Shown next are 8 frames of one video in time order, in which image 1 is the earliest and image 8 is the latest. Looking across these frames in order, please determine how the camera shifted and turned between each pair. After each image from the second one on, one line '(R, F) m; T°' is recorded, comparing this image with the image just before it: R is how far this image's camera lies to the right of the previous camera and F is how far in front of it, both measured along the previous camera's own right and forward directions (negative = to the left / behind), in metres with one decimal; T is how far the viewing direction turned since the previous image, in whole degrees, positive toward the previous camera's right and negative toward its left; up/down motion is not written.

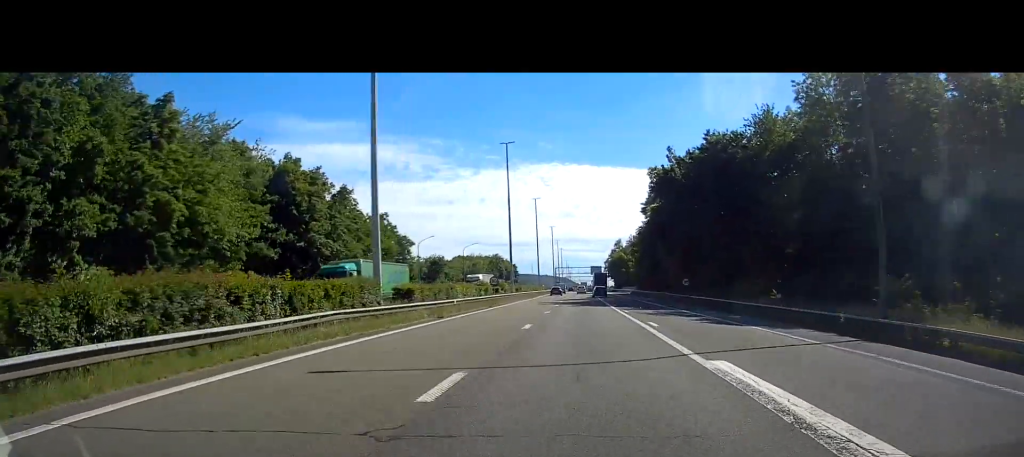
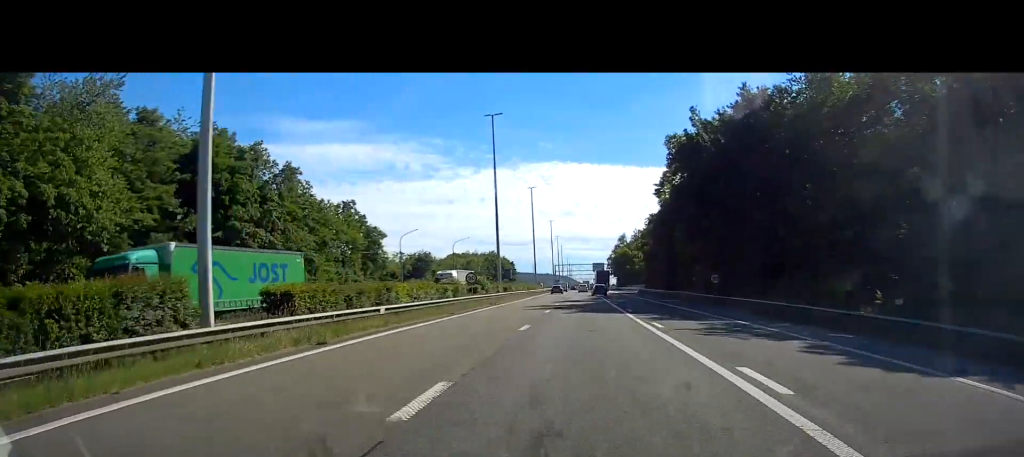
(-0.1, +14.1) m; 0°
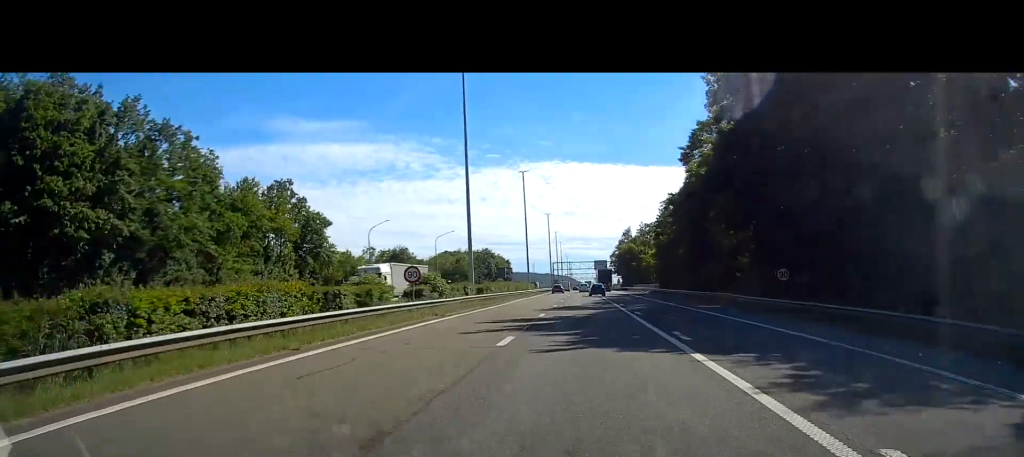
(-0.1, +18.0) m; 0°
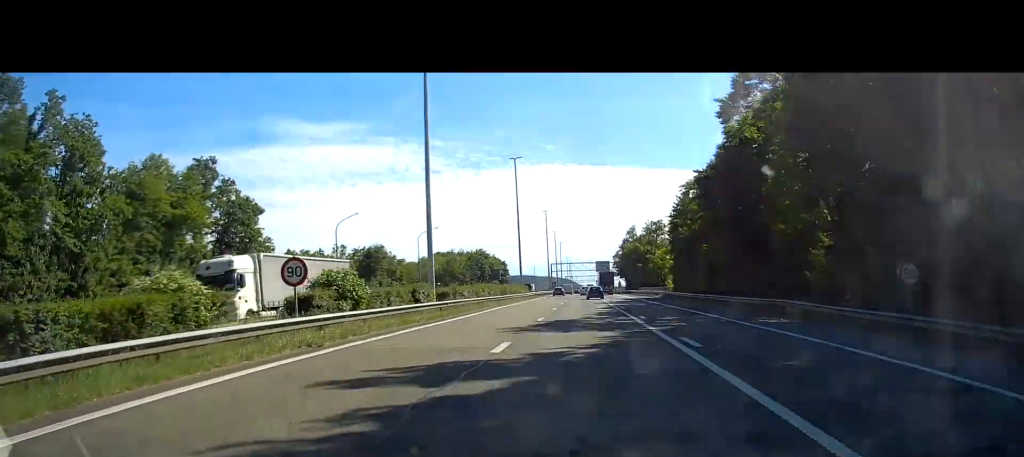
(+0.1, +14.1) m; 0°
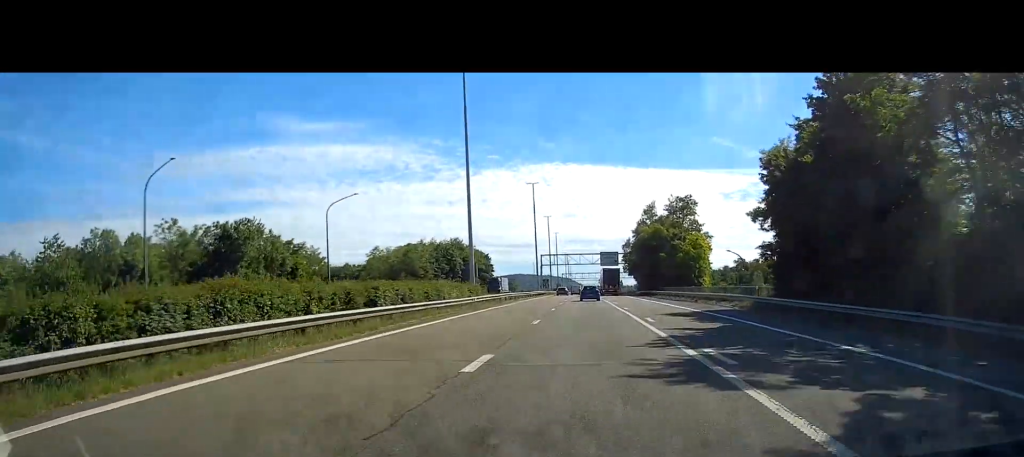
(-0.2, +41.6) m; -1°
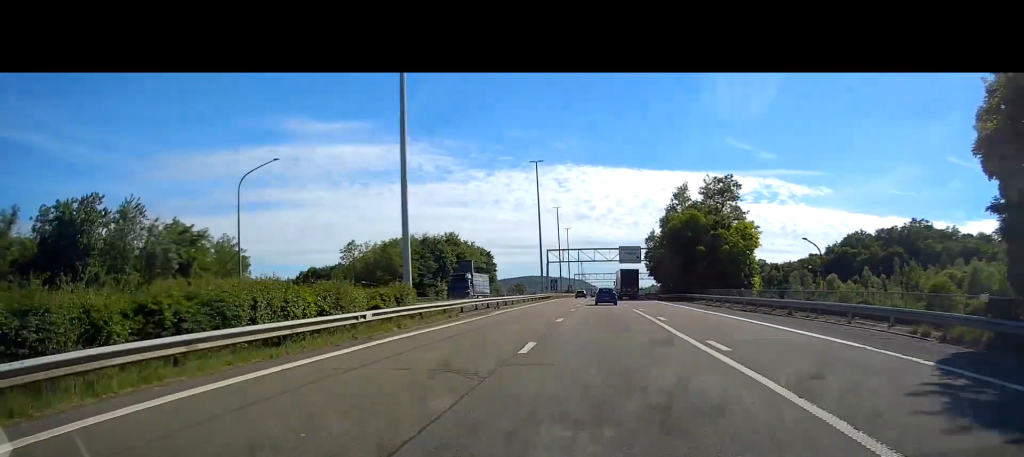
(0.0, +22.9) m; 0°
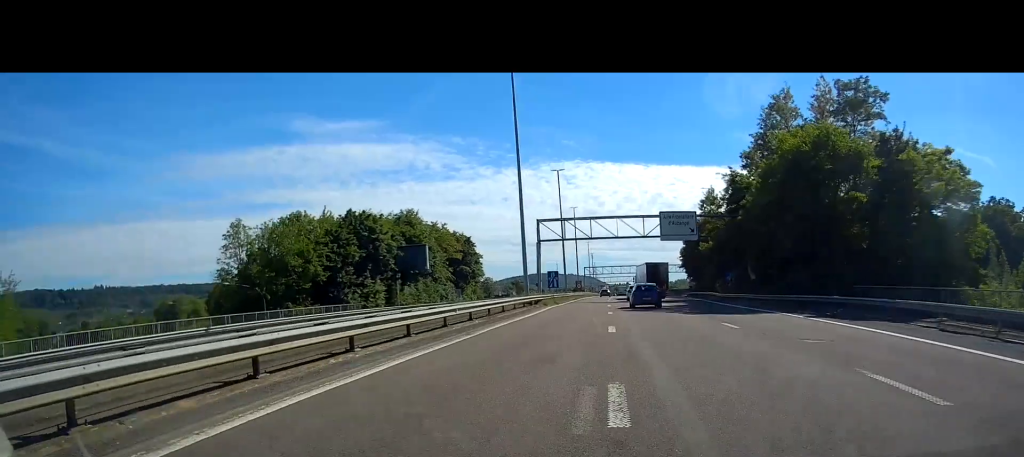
(+0.1, +43.8) m; +1°
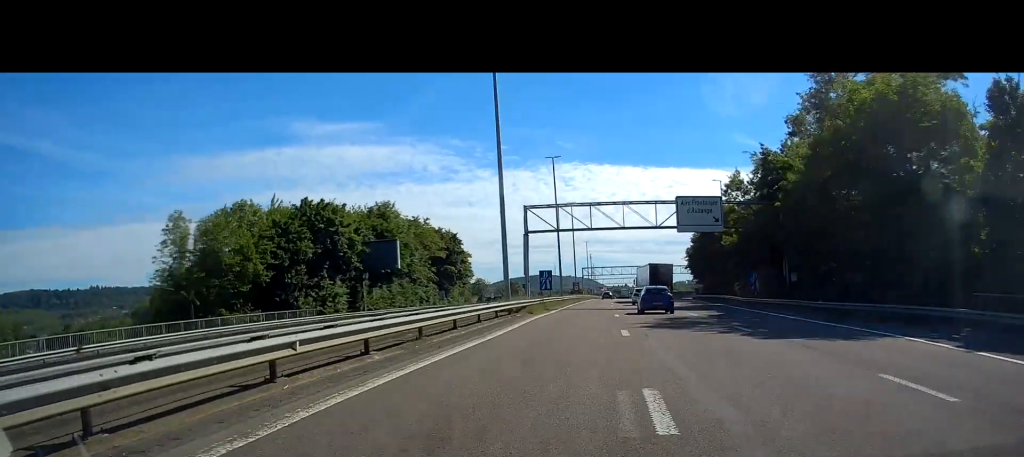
(+0.1, +12.1) m; +1°
